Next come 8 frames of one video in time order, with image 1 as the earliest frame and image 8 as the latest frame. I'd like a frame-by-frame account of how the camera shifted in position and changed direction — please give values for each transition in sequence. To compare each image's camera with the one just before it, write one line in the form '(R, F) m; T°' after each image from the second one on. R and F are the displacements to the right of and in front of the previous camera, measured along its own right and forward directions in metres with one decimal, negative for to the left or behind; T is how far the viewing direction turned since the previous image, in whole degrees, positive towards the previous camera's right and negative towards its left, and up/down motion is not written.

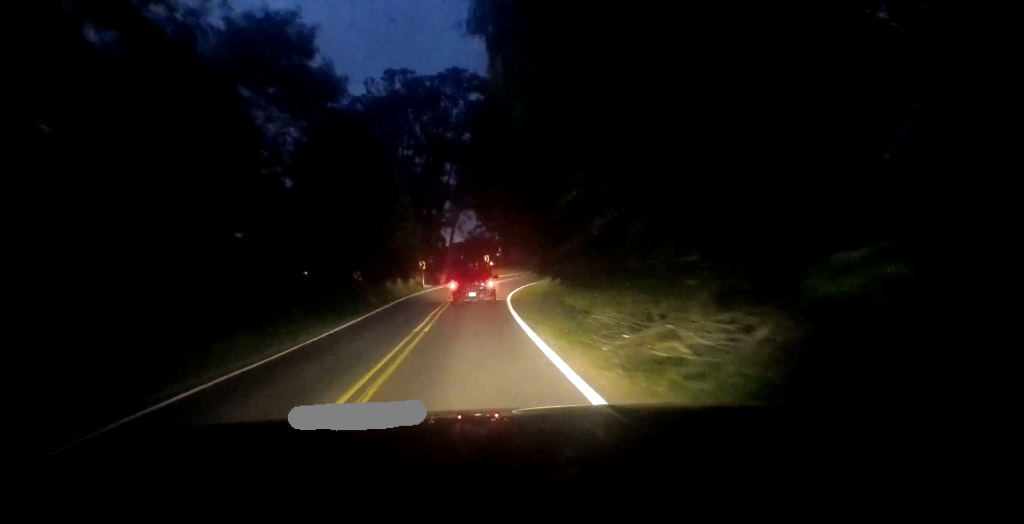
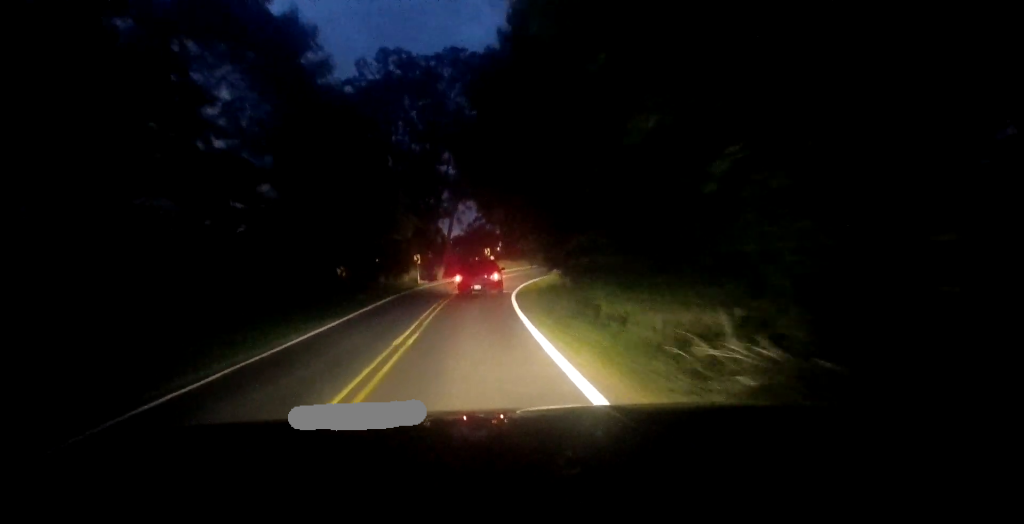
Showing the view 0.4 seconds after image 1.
(0.0, +4.6) m; -1°
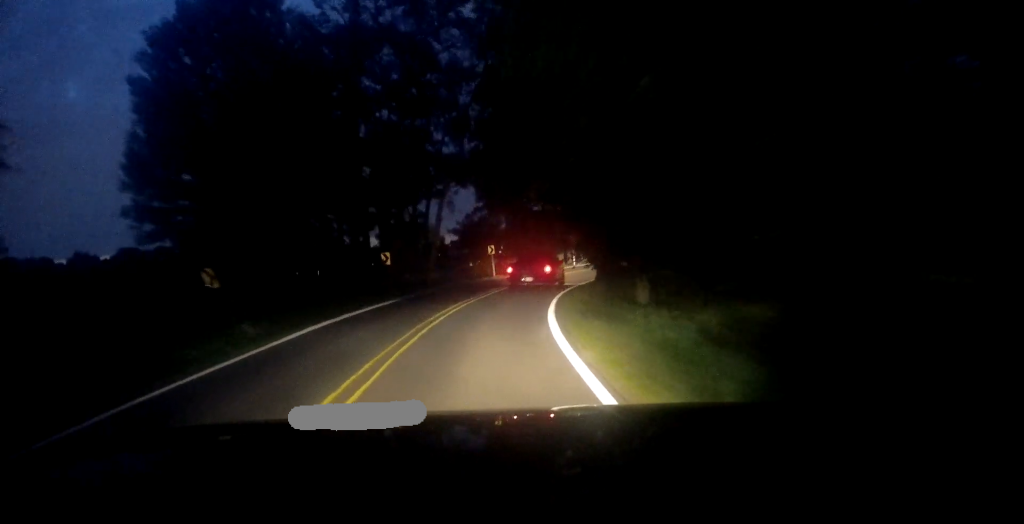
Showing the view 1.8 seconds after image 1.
(-0.5, +15.6) m; -1°
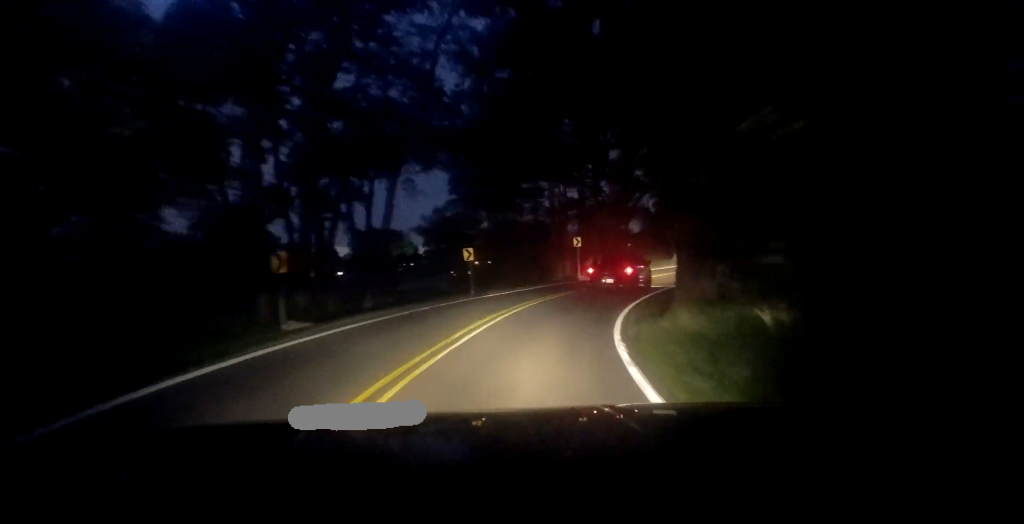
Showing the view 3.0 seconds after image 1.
(+0.3, +13.7) m; 0°
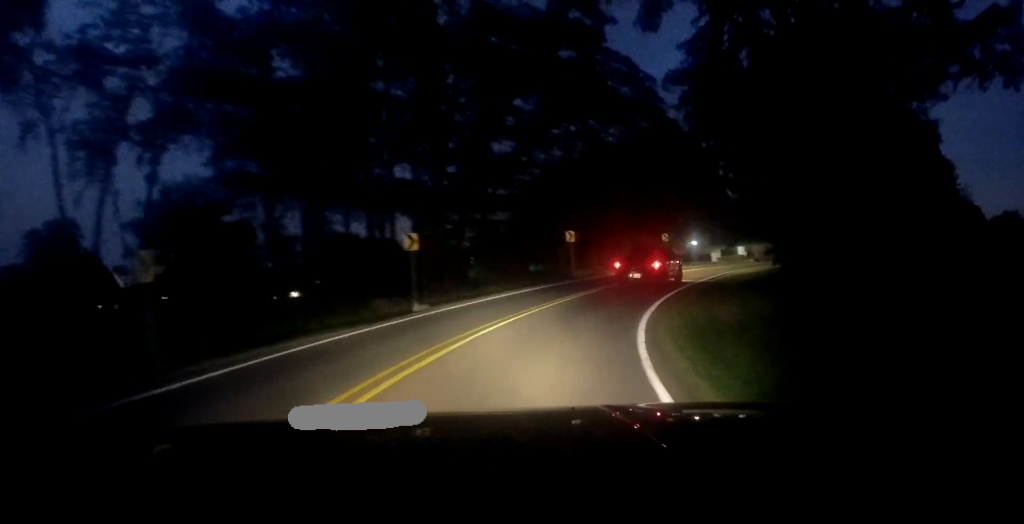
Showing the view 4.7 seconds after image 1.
(+0.3, +19.9) m; +8°
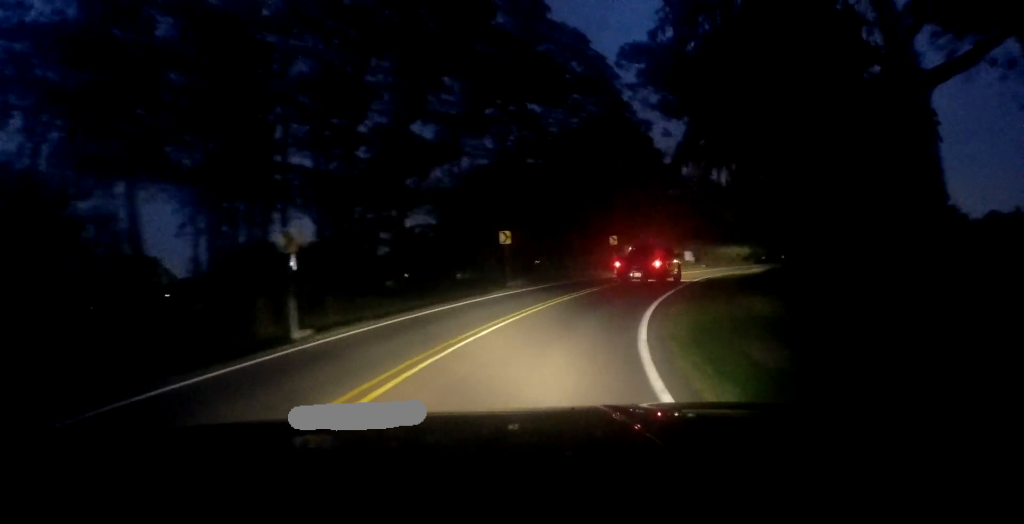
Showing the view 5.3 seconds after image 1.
(+0.6, +7.1) m; +4°
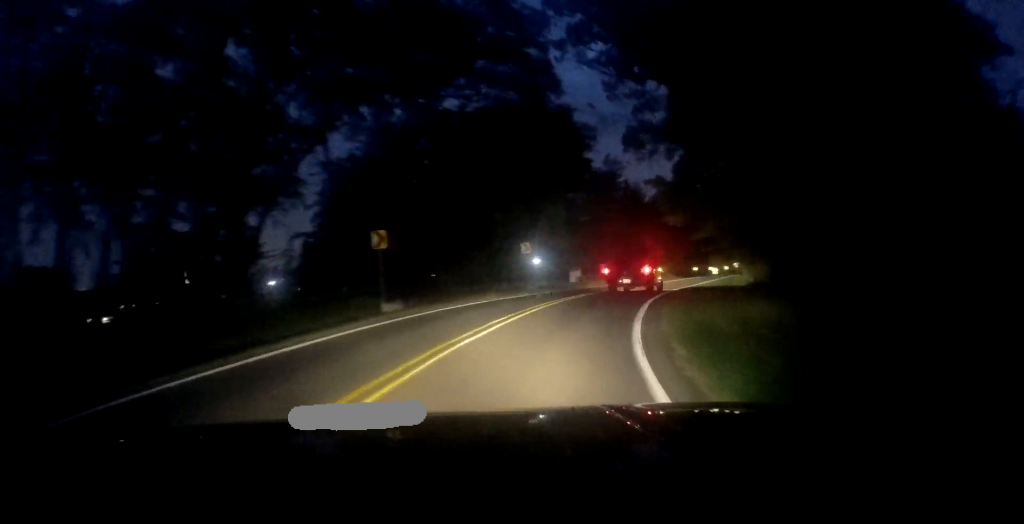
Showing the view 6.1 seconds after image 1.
(+0.5, +9.8) m; +8°
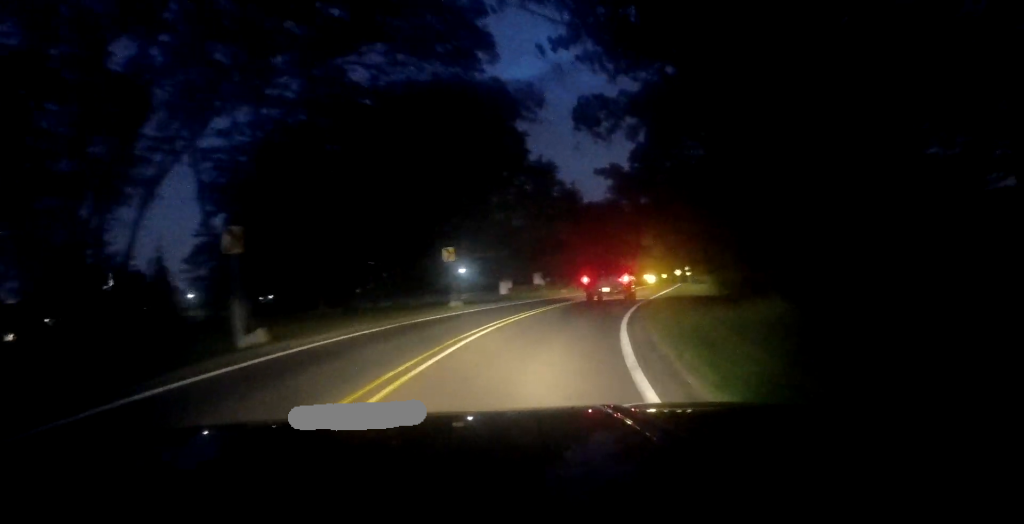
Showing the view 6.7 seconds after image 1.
(-0.3, +7.0) m; +7°
